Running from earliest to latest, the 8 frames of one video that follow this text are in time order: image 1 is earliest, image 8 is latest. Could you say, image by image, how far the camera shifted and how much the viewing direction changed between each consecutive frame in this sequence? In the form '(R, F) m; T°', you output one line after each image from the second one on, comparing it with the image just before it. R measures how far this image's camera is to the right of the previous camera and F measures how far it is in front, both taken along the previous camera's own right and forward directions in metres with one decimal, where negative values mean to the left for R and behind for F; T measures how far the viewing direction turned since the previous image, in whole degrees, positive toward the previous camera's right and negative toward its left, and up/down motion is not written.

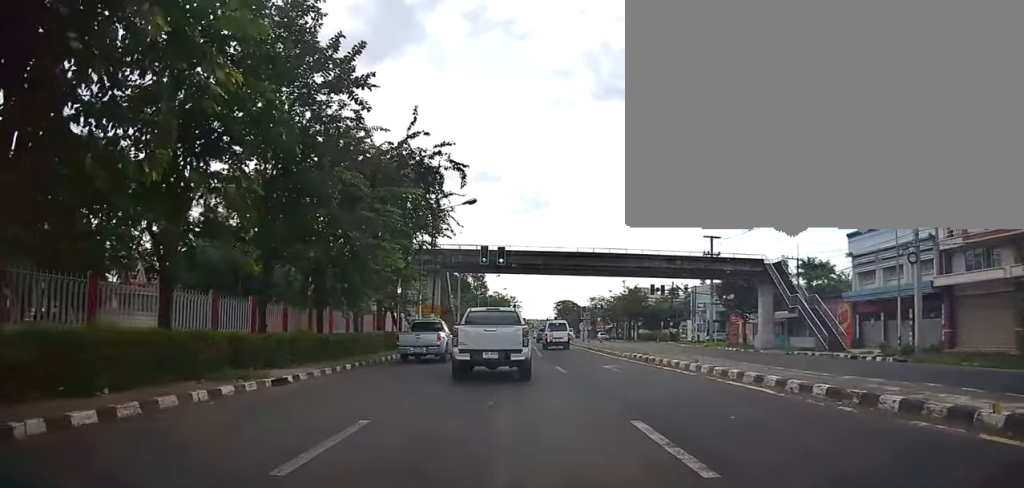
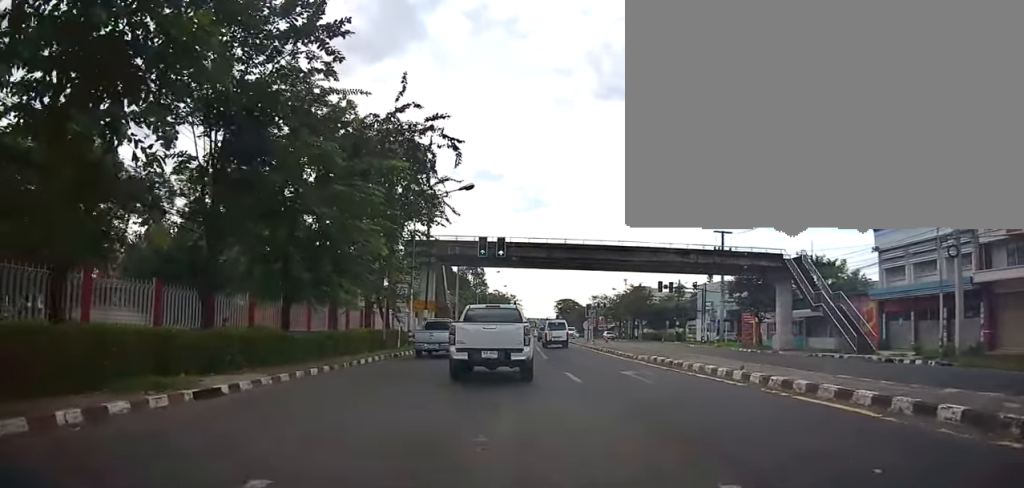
(-0.1, +3.2) m; -2°
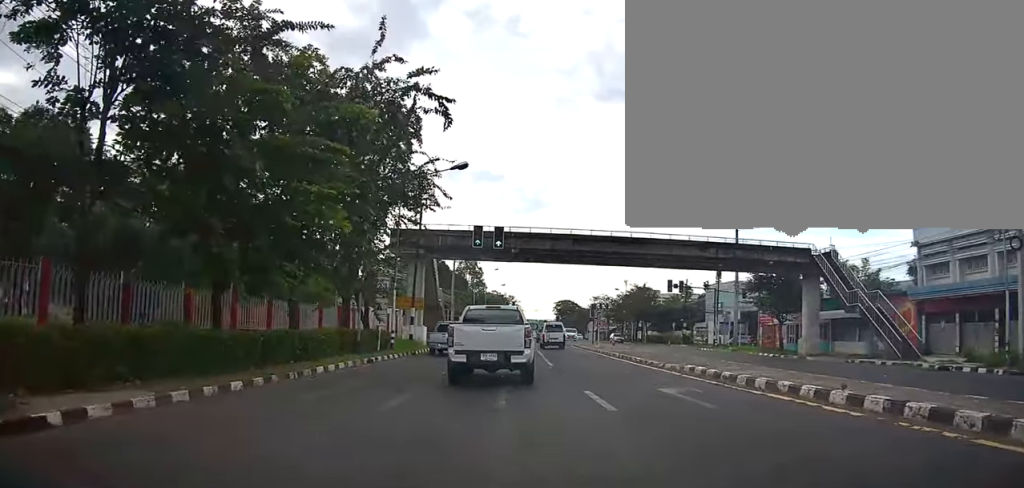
(-0.2, +4.4) m; +1°
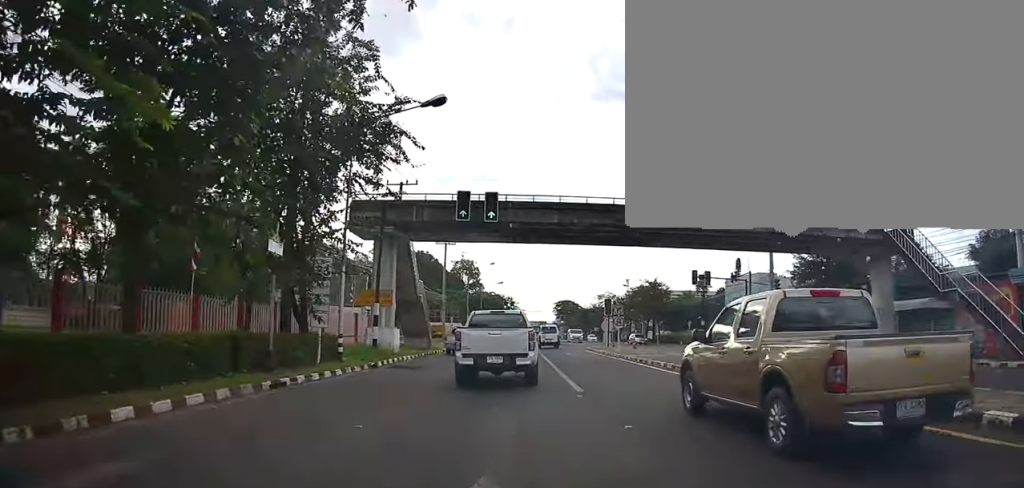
(+0.6, +8.3) m; +1°
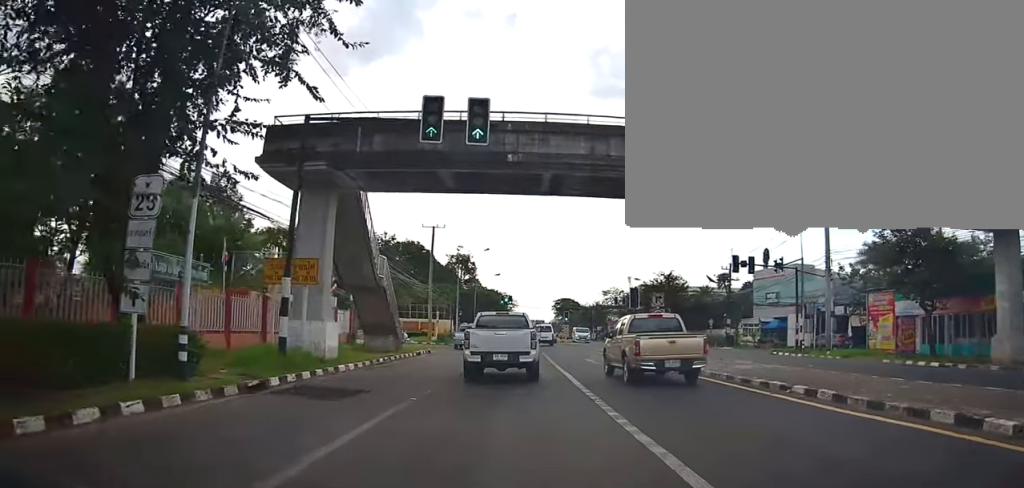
(-0.6, +9.7) m; -3°
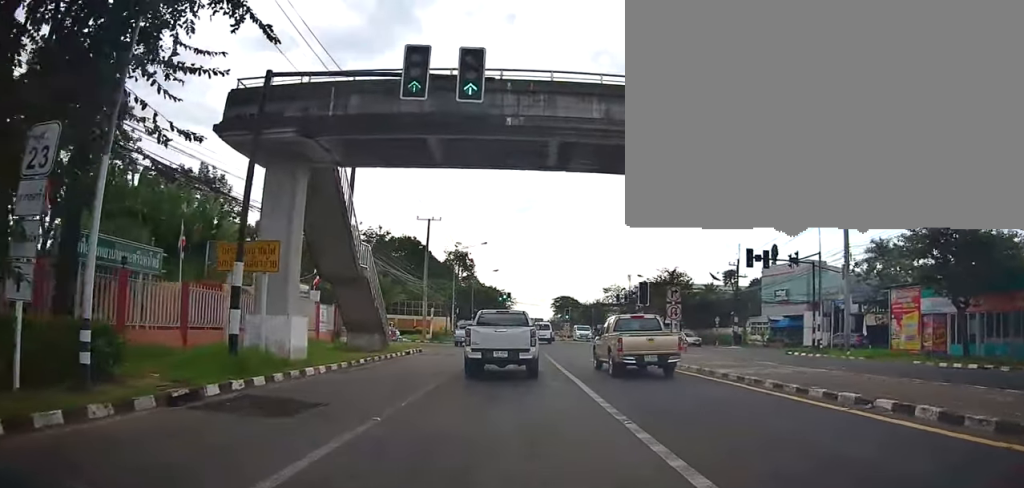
(0.0, +2.5) m; +1°
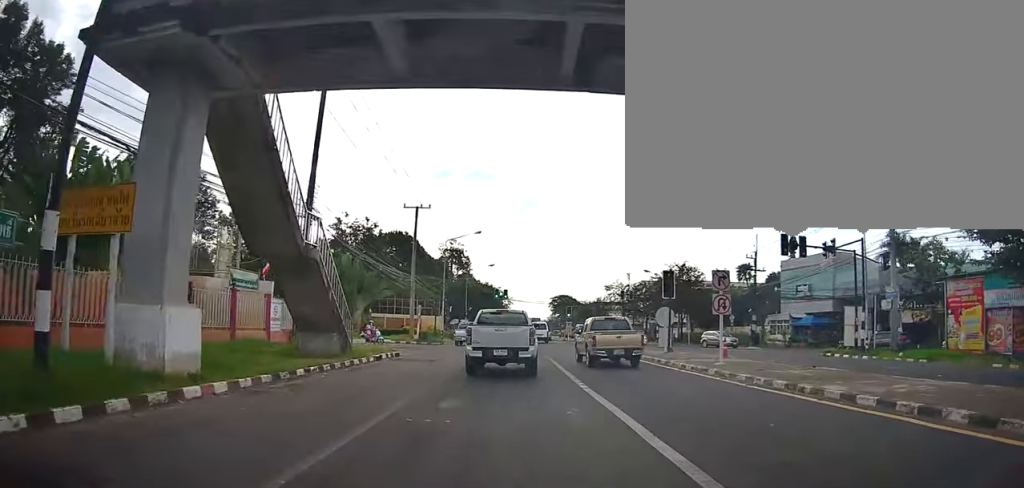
(+0.1, +5.5) m; +2°
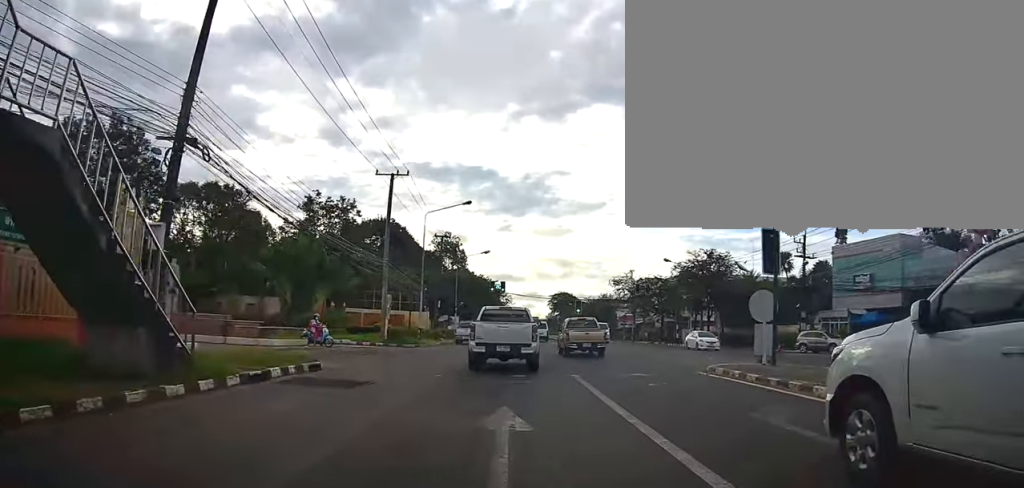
(+0.3, +10.2) m; +2°
